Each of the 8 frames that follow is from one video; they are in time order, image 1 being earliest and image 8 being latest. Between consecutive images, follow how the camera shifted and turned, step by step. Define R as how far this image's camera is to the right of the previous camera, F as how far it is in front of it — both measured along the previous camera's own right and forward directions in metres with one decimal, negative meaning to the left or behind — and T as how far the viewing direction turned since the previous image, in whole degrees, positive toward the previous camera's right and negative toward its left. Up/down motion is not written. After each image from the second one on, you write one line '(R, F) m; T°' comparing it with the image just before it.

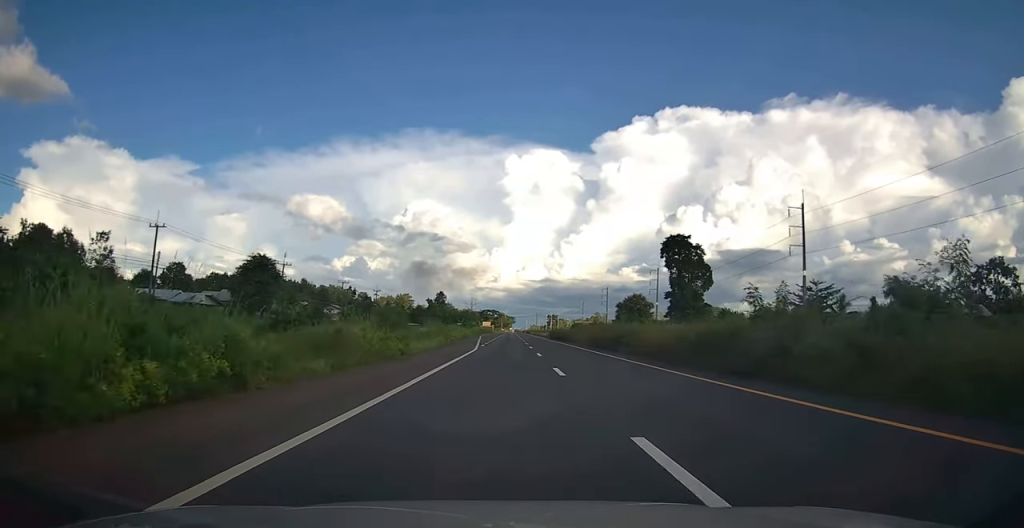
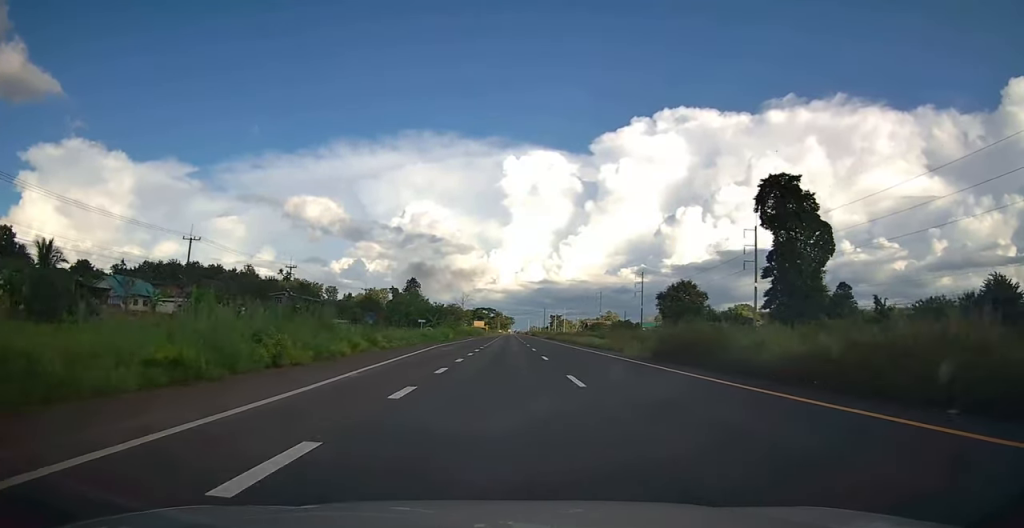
(-0.1, +62.8) m; 0°
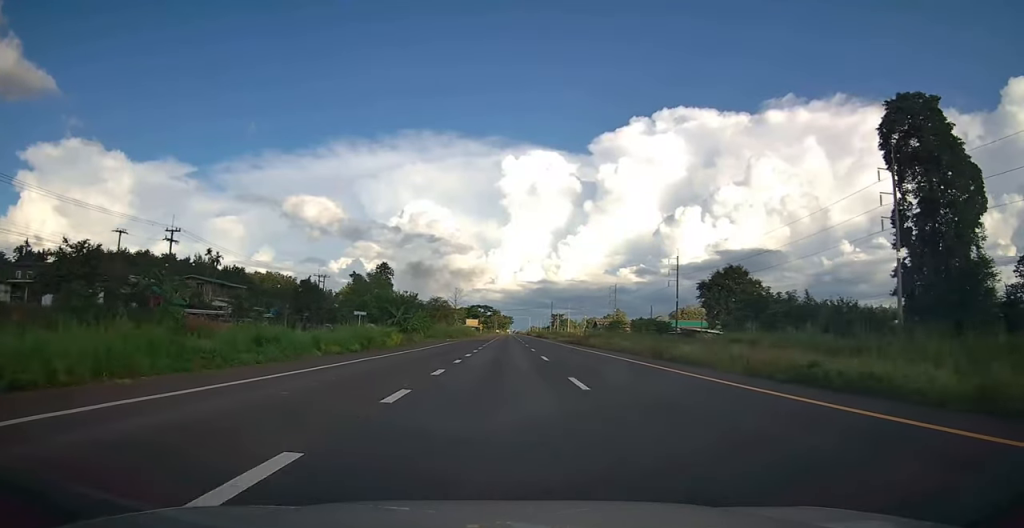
(0.0, +36.6) m; 0°
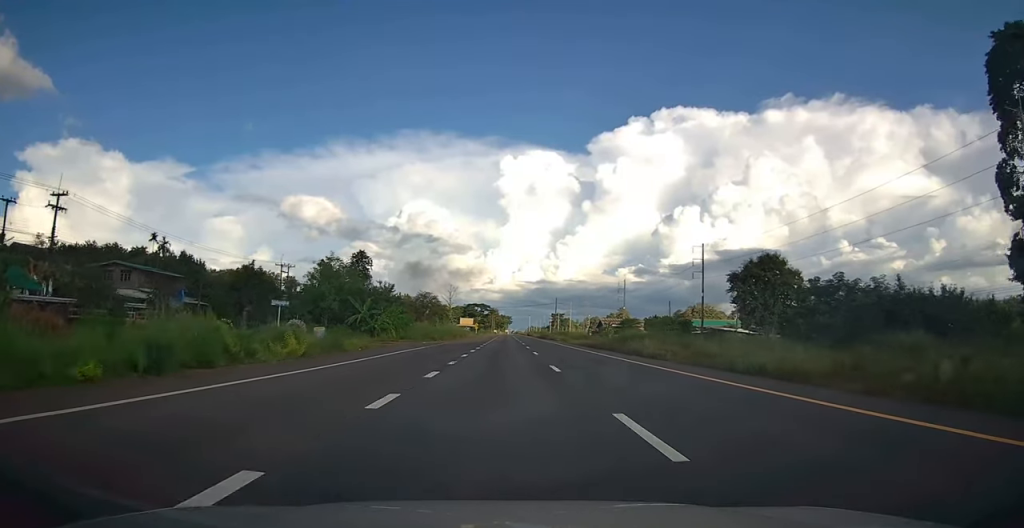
(0.0, +18.7) m; 0°
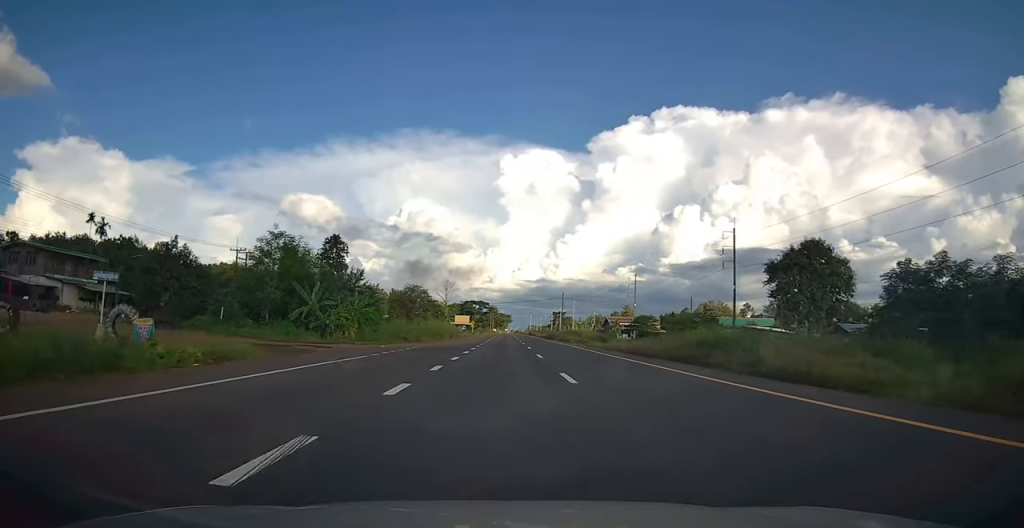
(0.0, +16.4) m; 0°
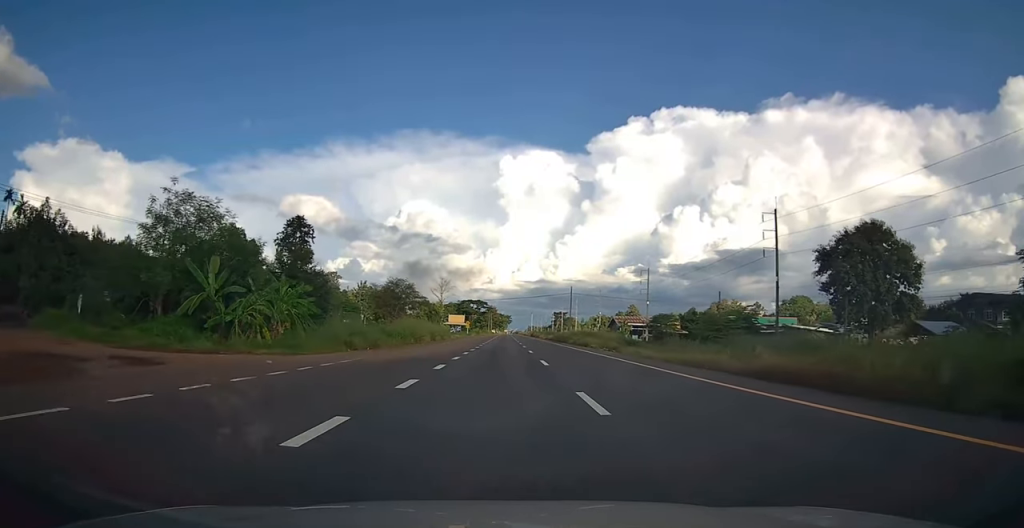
(0.0, +16.4) m; 0°
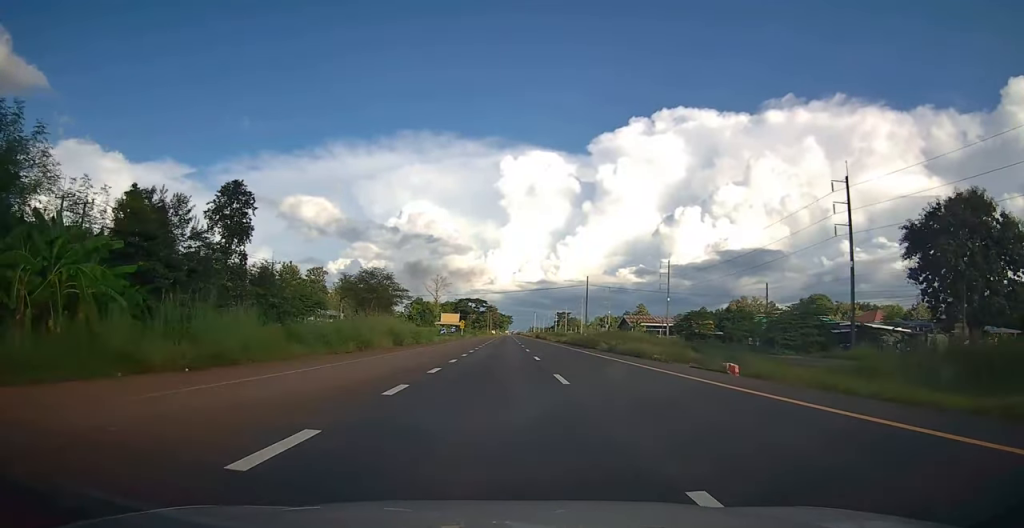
(+0.1, +19.0) m; 0°
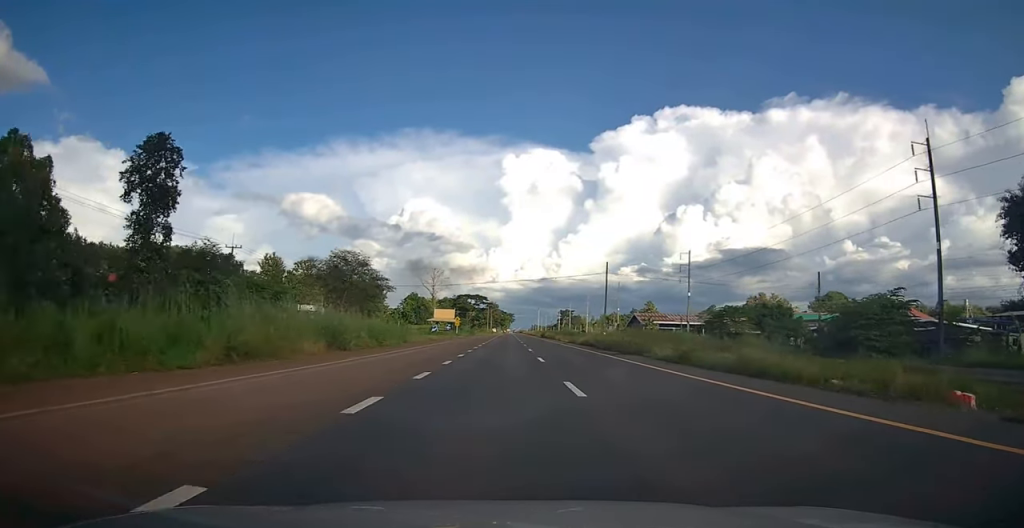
(0.0, +15.0) m; 0°
